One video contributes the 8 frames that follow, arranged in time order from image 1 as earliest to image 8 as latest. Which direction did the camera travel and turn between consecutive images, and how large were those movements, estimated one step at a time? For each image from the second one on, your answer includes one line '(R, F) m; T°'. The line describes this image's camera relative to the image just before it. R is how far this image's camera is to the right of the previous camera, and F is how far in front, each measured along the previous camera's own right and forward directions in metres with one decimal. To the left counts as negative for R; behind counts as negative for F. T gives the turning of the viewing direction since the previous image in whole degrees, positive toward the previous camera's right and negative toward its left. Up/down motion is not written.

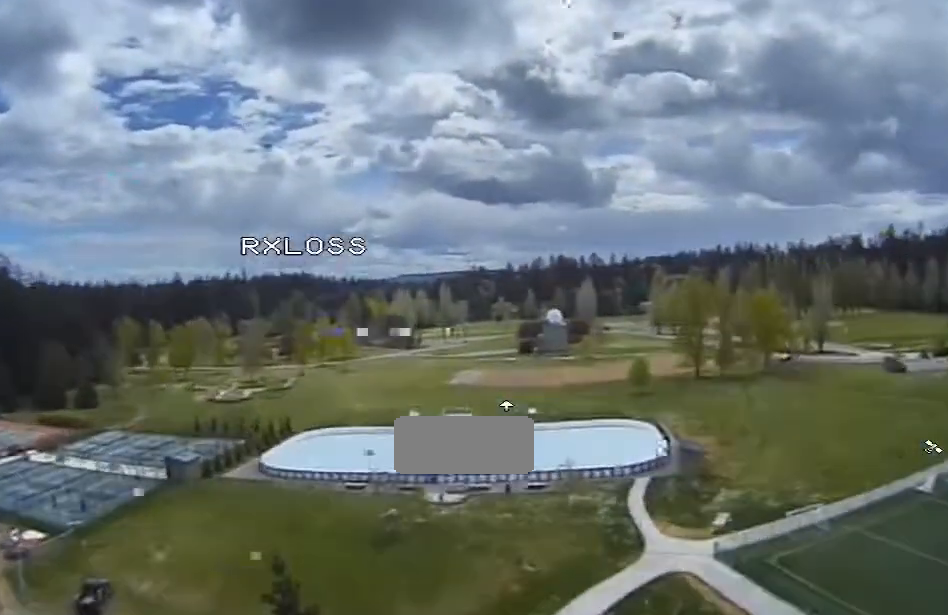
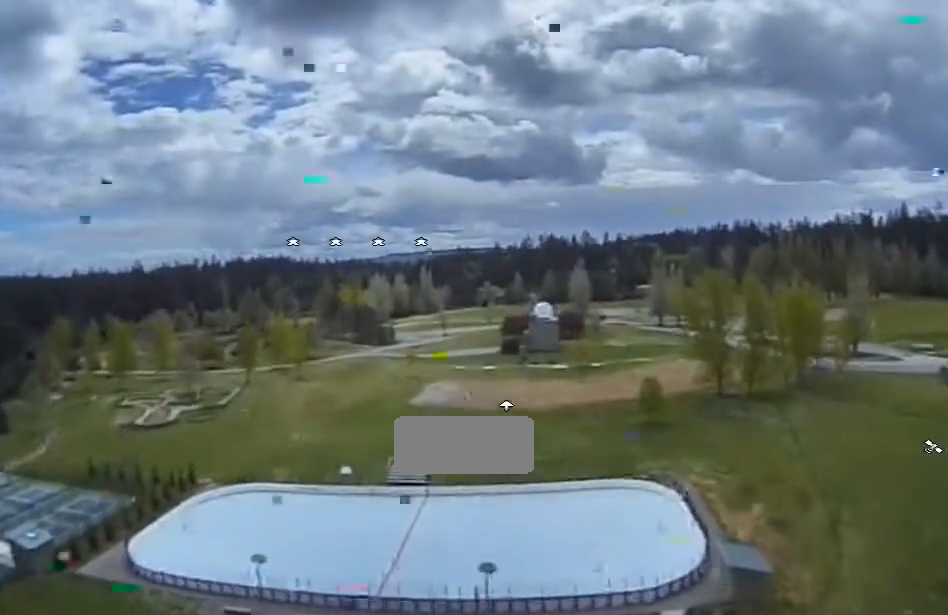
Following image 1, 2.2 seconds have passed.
(-0.3, +28.5) m; -2°
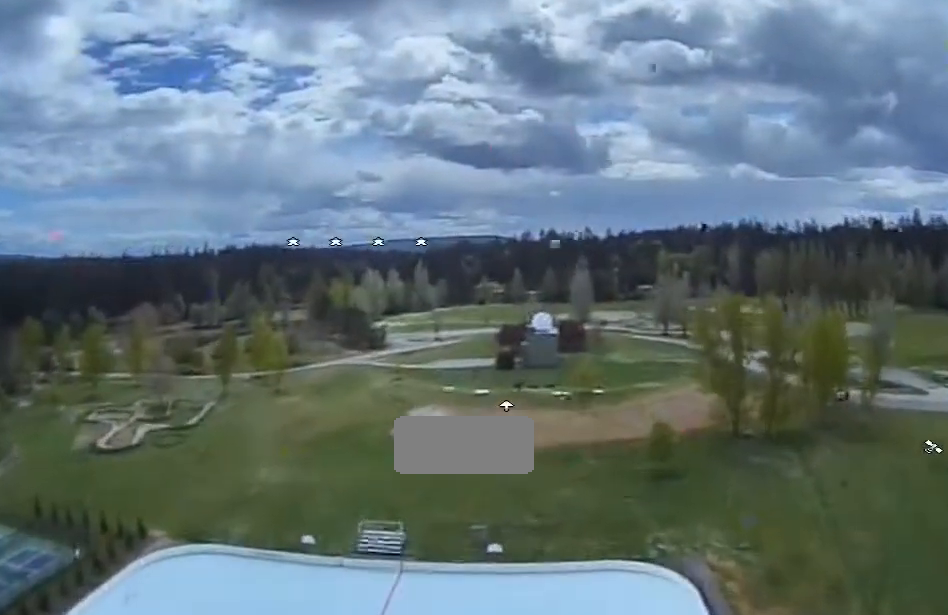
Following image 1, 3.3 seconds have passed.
(-0.2, +11.2) m; -2°
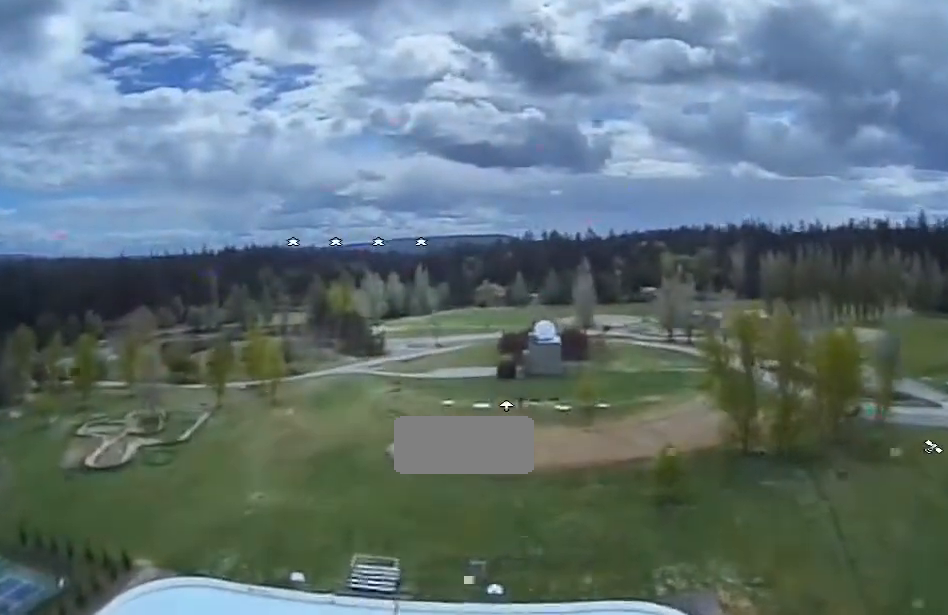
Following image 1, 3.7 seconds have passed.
(0.0, +4.6) m; -1°
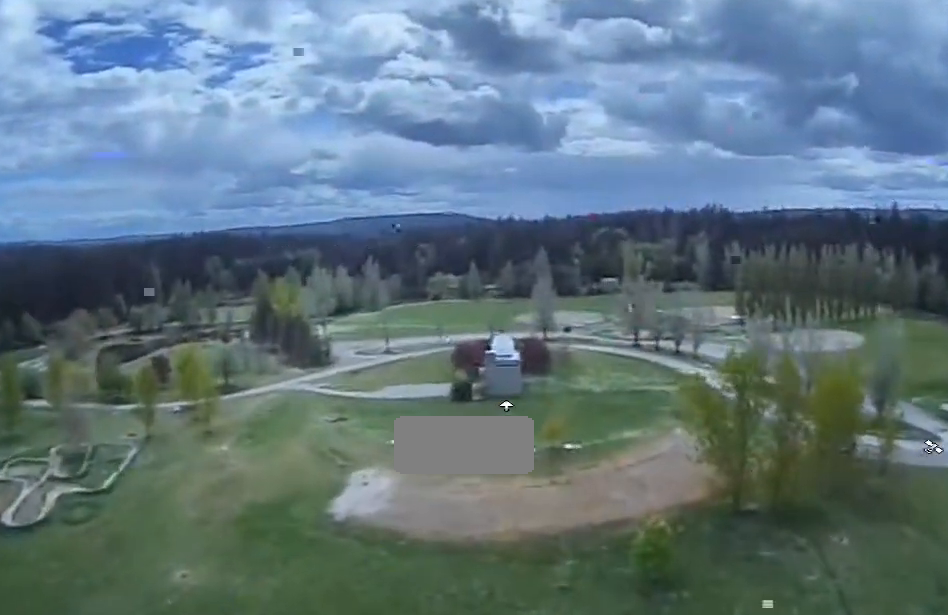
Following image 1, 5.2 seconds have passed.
(-0.1, +15.7) m; 0°
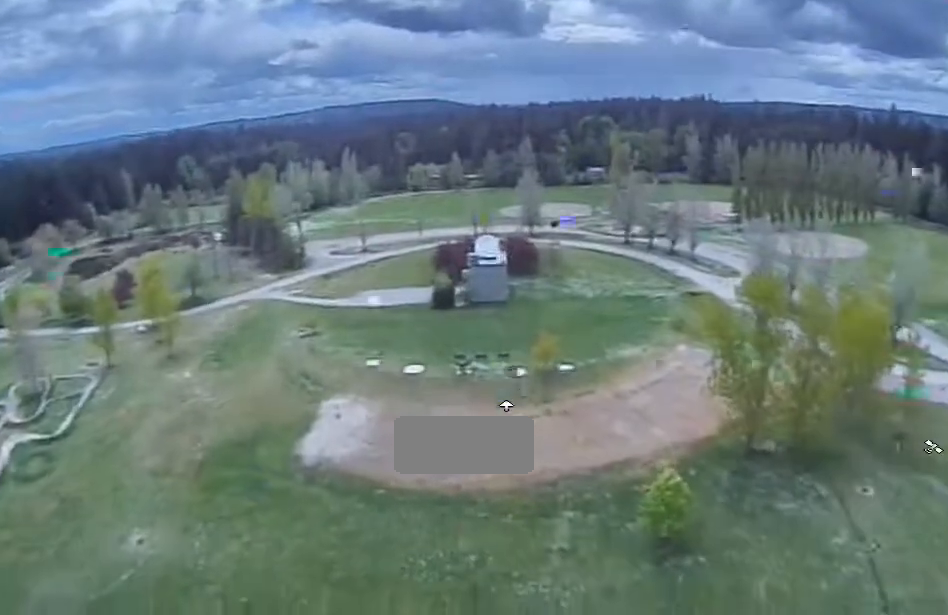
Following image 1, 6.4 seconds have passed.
(+0.1, +12.7) m; +1°
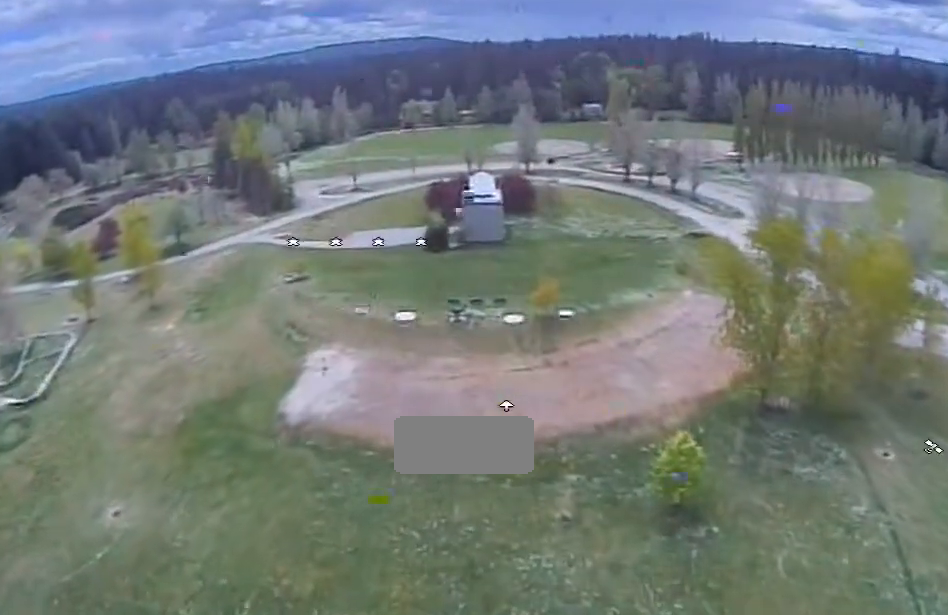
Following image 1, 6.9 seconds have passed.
(0.0, +5.9) m; +1°
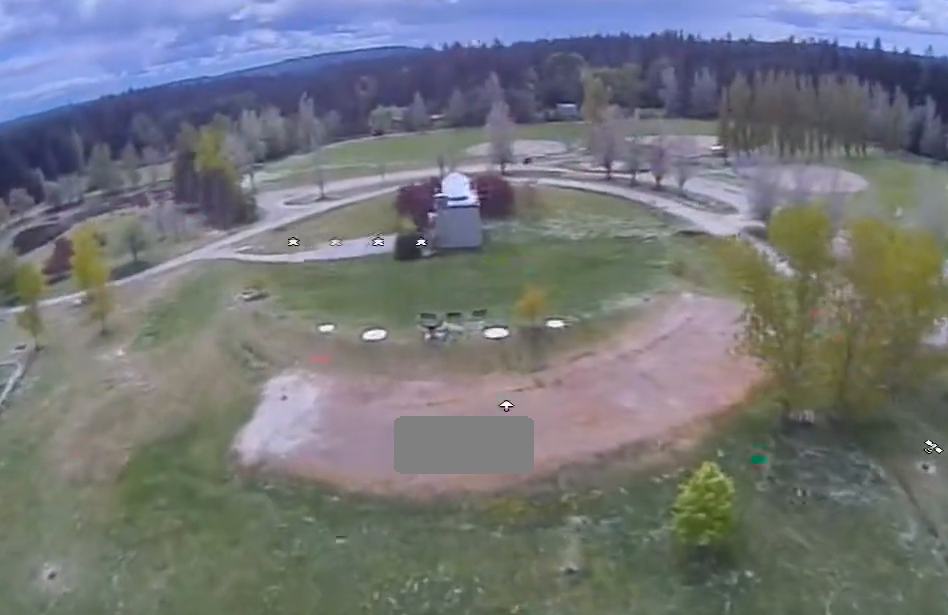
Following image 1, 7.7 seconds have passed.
(0.0, +9.8) m; +2°
